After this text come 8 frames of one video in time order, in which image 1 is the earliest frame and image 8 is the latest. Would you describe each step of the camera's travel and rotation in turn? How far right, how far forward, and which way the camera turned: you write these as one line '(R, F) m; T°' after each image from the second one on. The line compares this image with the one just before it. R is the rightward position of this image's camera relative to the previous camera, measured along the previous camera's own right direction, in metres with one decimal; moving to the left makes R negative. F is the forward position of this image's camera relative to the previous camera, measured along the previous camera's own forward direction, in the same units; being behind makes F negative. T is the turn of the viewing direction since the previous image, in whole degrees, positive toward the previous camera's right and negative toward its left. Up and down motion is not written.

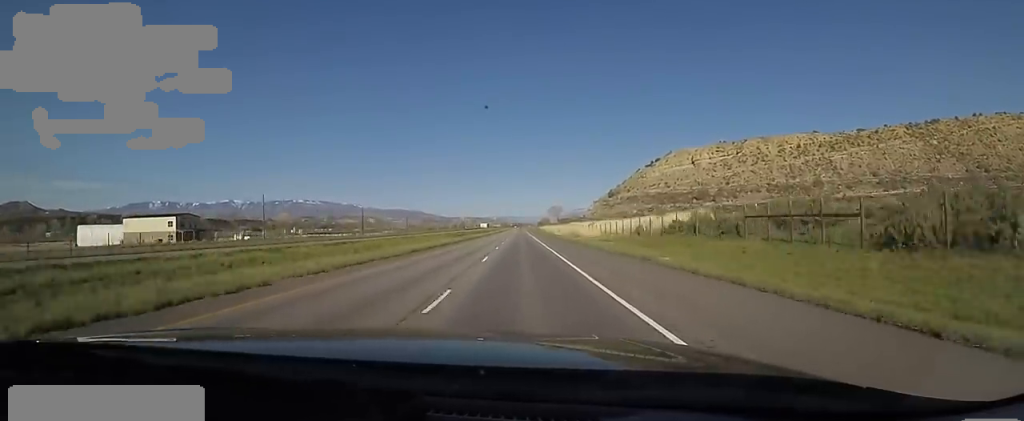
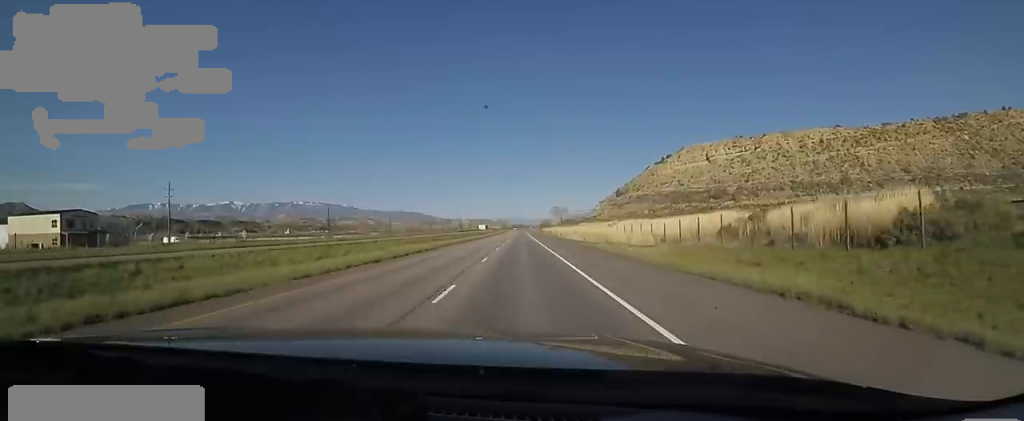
(-0.4, +34.8) m; -2°
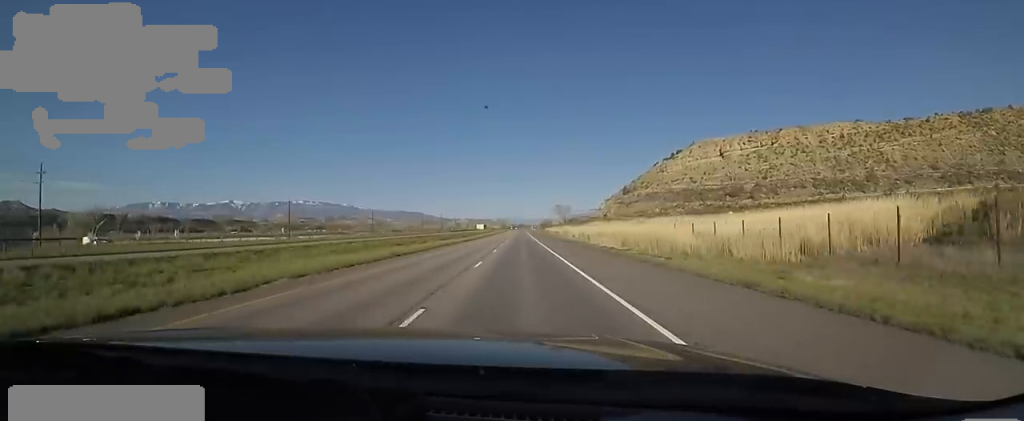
(-0.5, +27.9) m; 0°
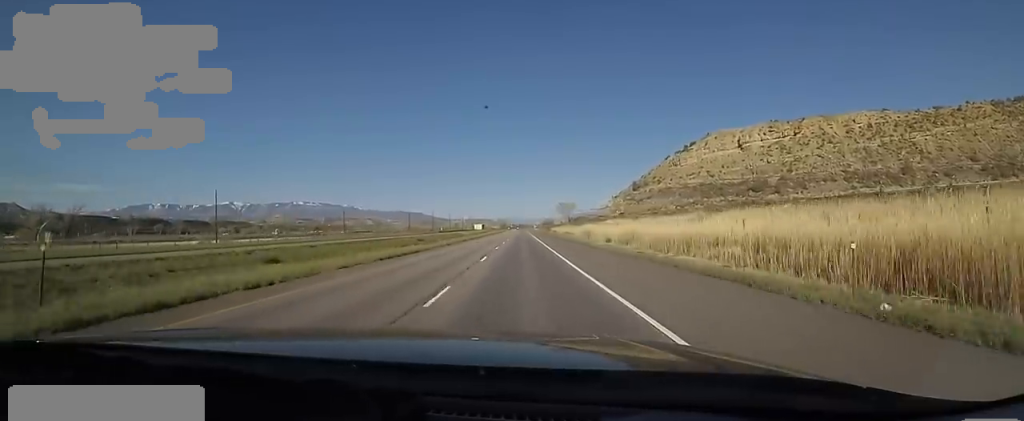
(+0.6, +33.7) m; +2°
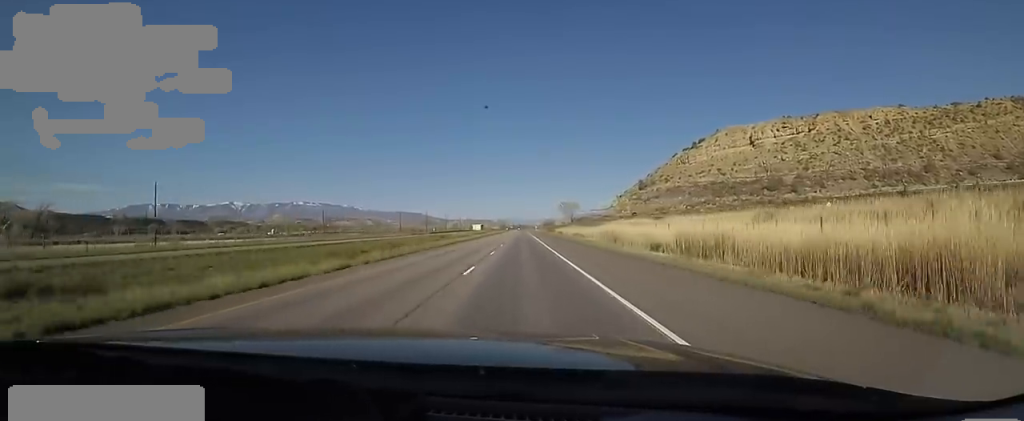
(+0.9, +18.7) m; 0°
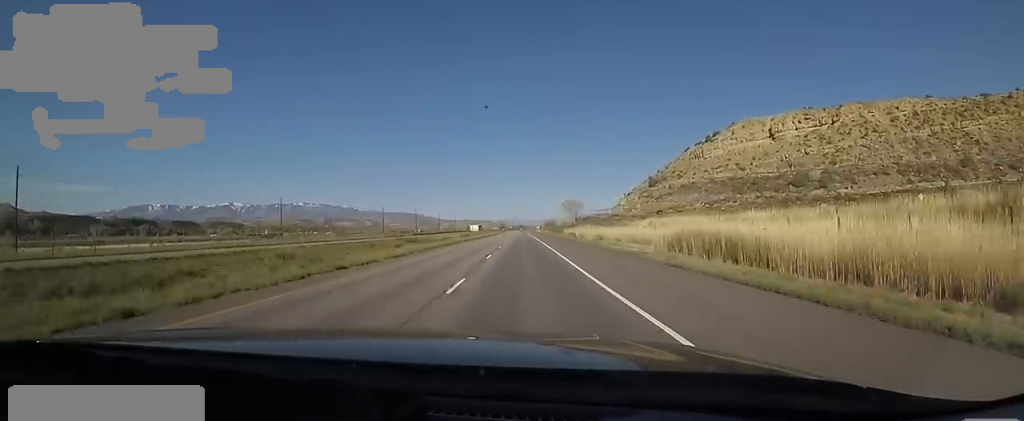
(-1.0, +27.8) m; 0°
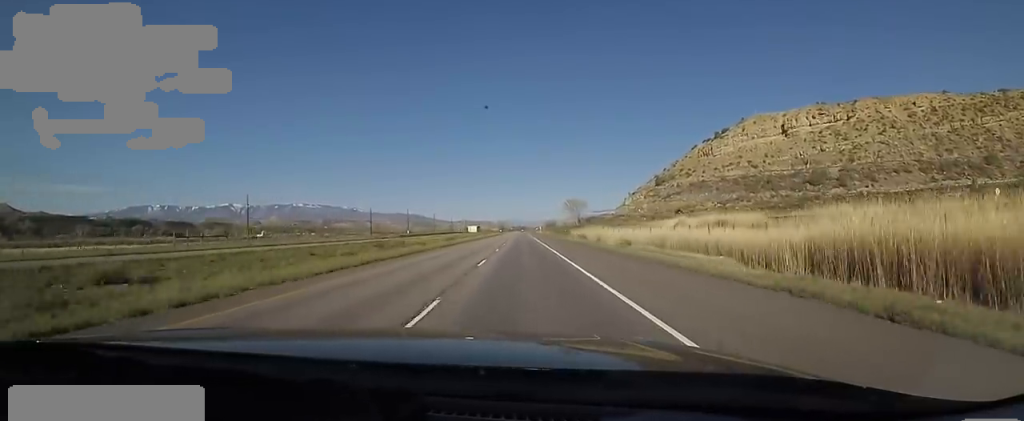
(-0.3, +16.1) m; 0°
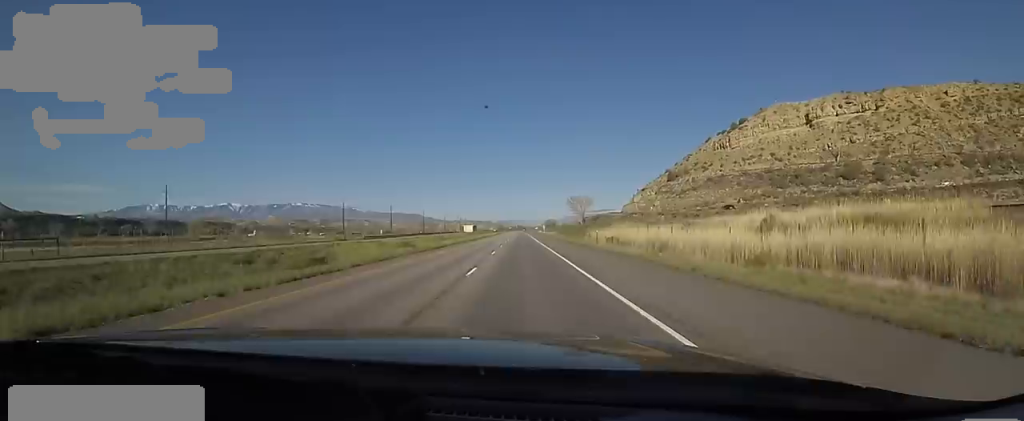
(+1.2, +27.6) m; 0°
